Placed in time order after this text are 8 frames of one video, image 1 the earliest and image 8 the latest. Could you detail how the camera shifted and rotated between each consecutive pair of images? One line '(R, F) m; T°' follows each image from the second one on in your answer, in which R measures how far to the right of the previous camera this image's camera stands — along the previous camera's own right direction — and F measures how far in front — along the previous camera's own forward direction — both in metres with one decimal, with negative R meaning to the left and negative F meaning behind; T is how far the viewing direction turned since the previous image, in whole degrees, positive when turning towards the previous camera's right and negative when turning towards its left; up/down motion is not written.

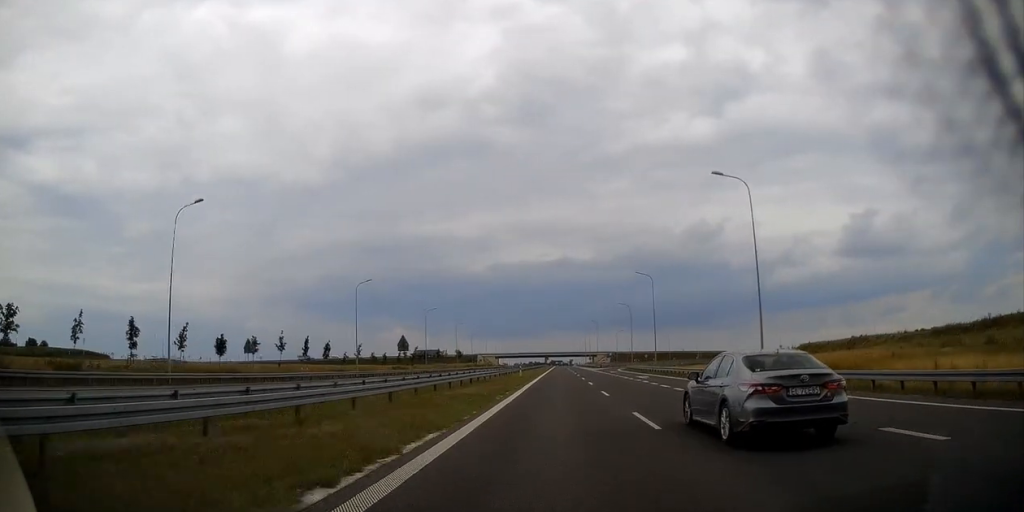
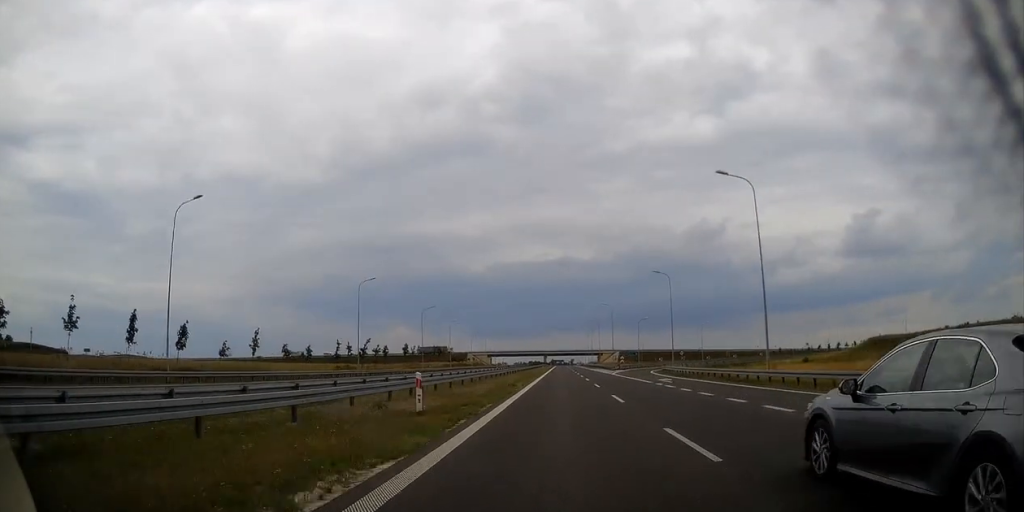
(+0.1, +40.4) m; 0°
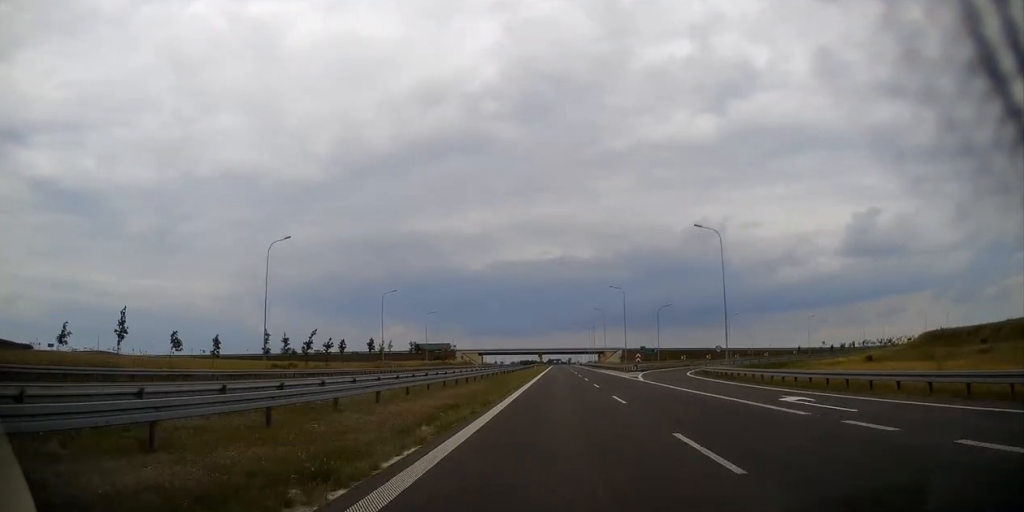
(0.0, +25.3) m; 0°
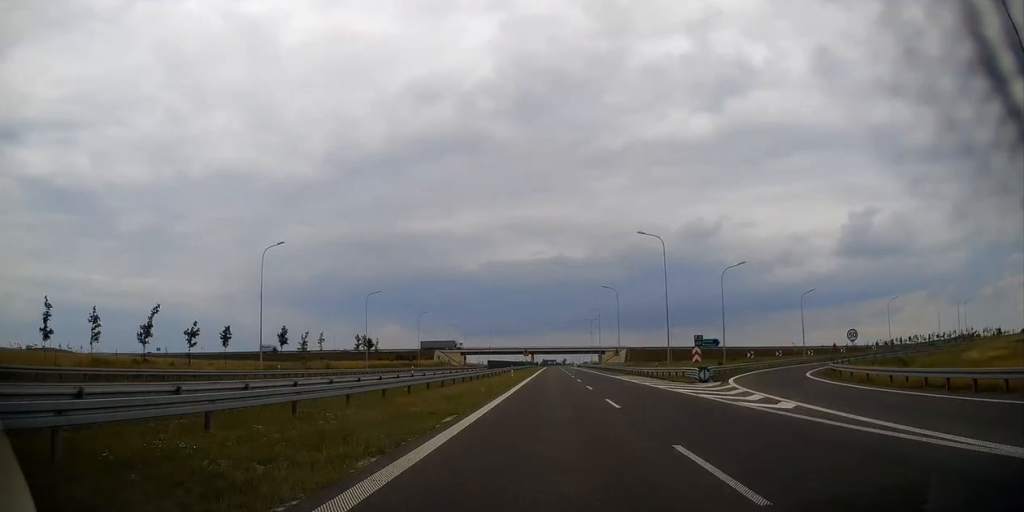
(0.0, +38.1) m; 0°
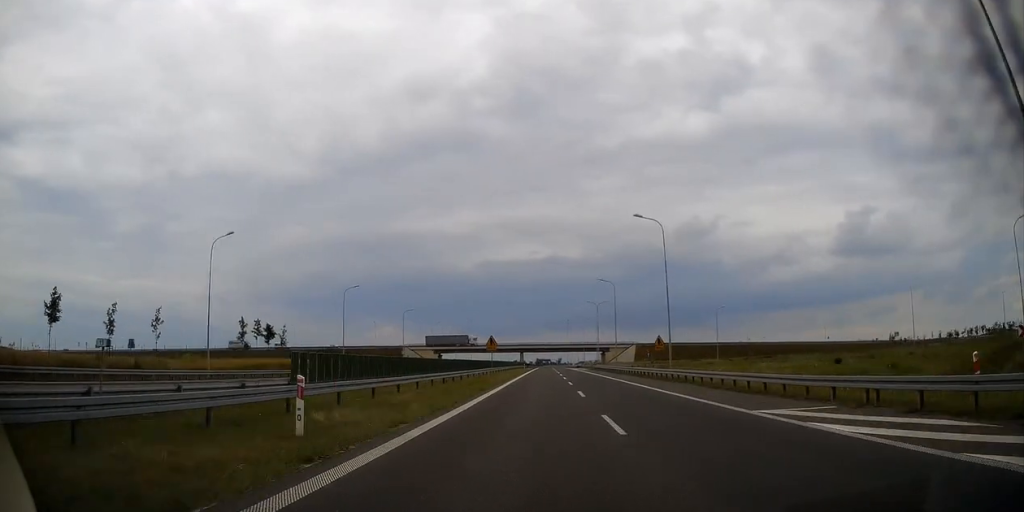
(0.0, +43.2) m; +1°
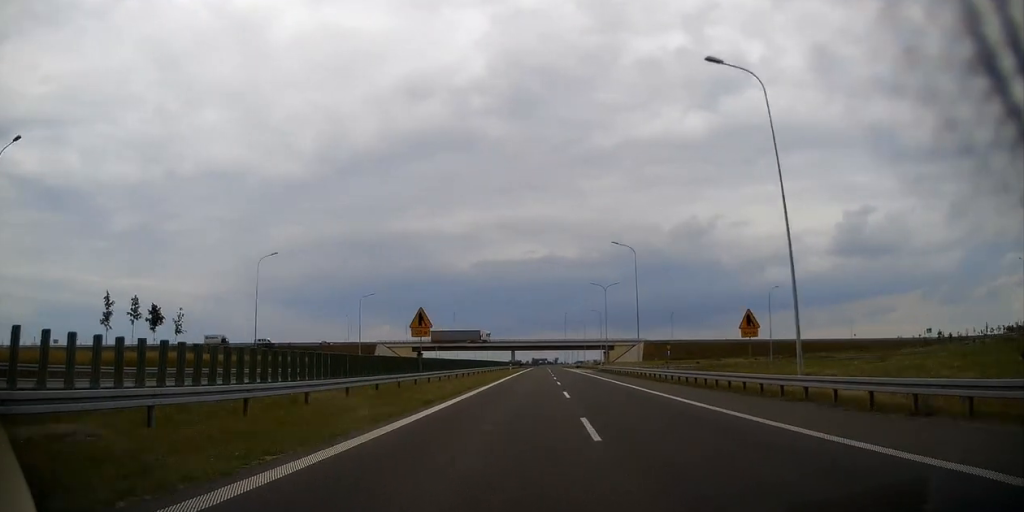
(+0.3, +25.4) m; 0°
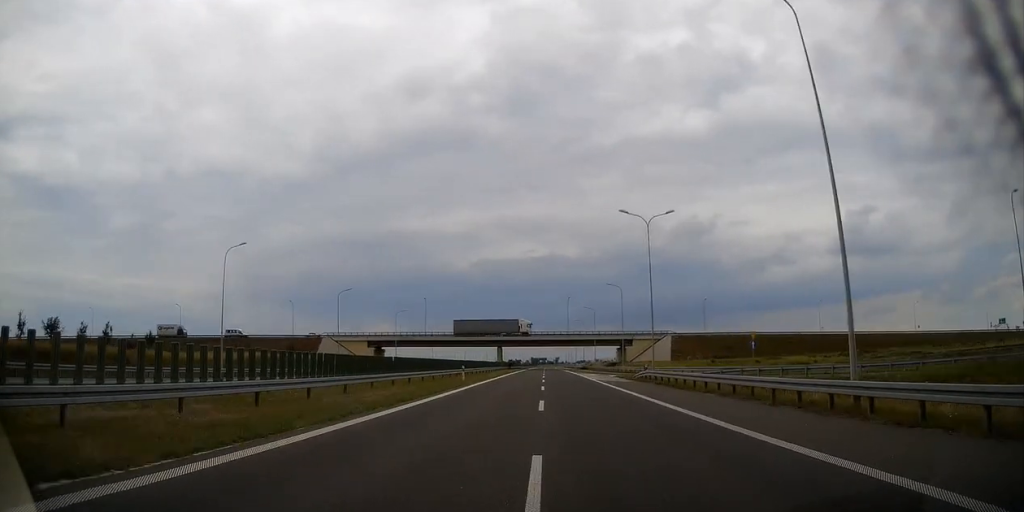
(0.0, +41.7) m; 0°
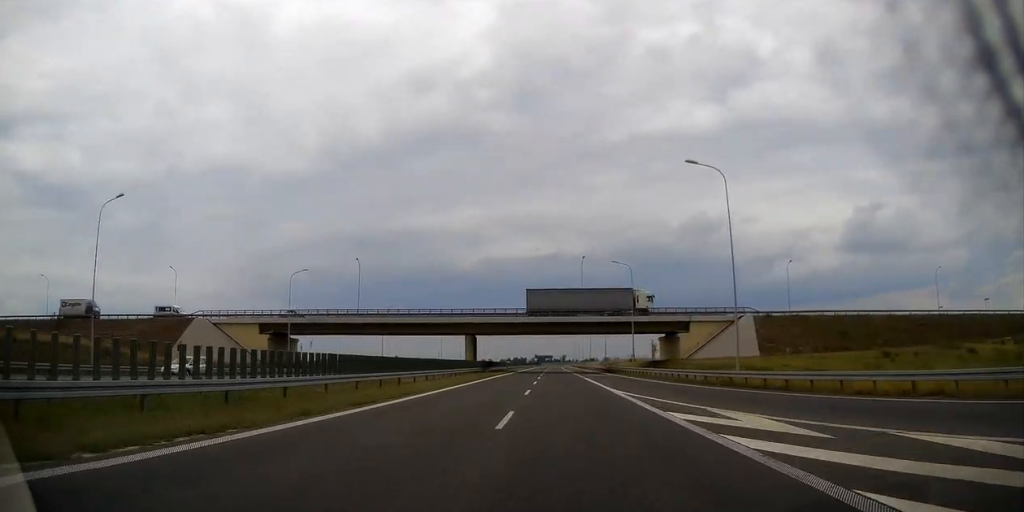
(-0.1, +52.8) m; -1°
